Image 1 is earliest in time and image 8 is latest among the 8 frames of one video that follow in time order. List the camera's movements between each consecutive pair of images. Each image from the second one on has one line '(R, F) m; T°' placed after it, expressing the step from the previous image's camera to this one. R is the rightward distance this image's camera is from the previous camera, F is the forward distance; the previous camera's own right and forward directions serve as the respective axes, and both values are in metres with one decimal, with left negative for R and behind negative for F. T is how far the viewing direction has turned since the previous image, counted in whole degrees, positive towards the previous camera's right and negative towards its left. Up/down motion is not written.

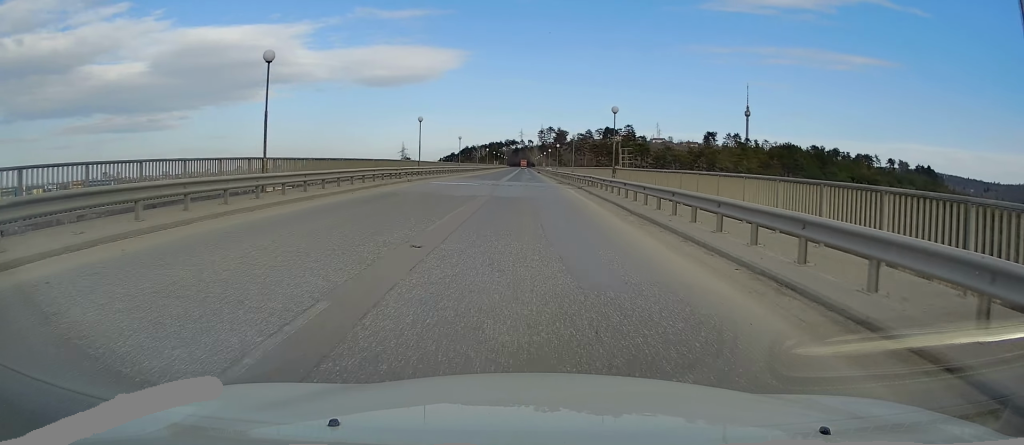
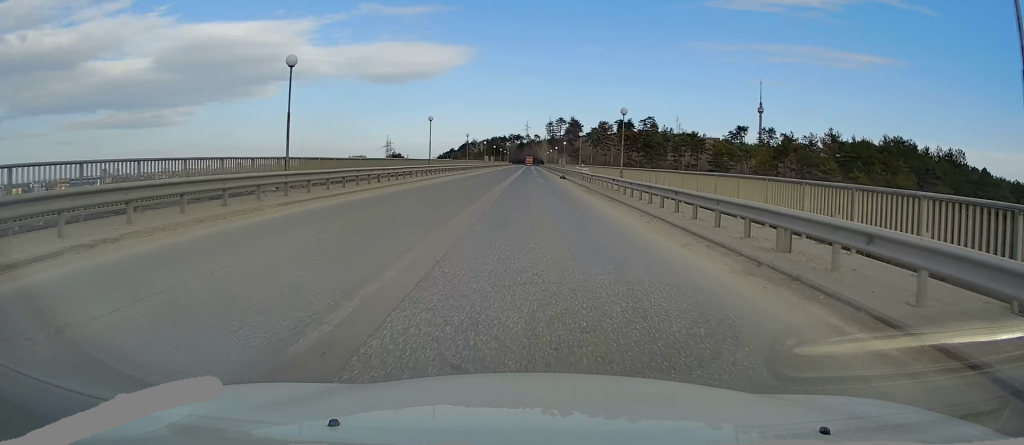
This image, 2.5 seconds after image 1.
(+0.8, +60.0) m; 0°
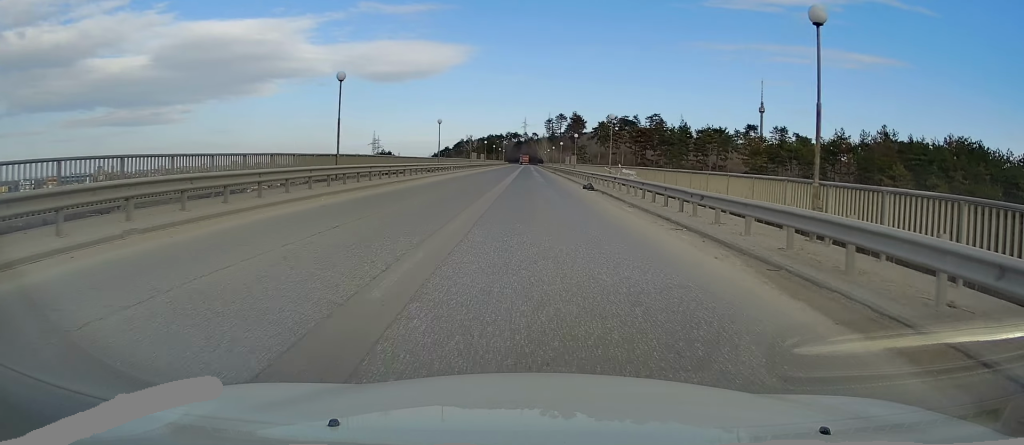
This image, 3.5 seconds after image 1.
(-0.2, +24.8) m; 0°
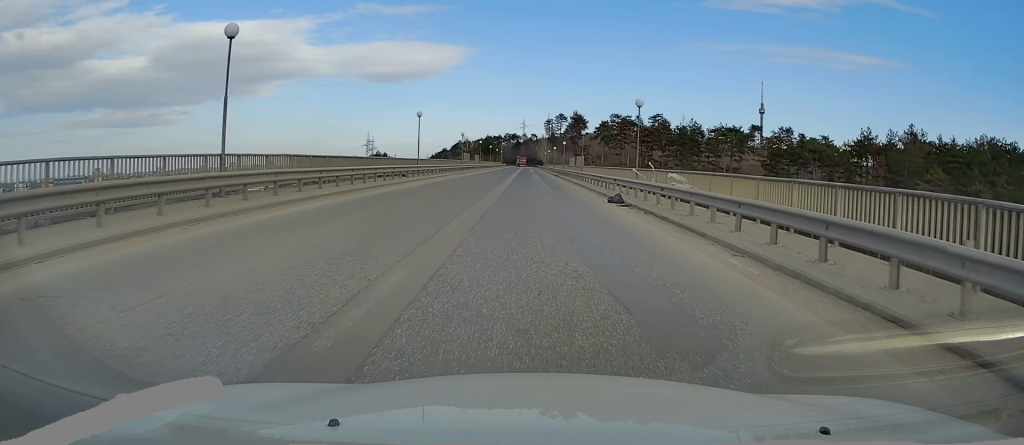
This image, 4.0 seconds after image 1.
(-0.1, +10.4) m; 0°
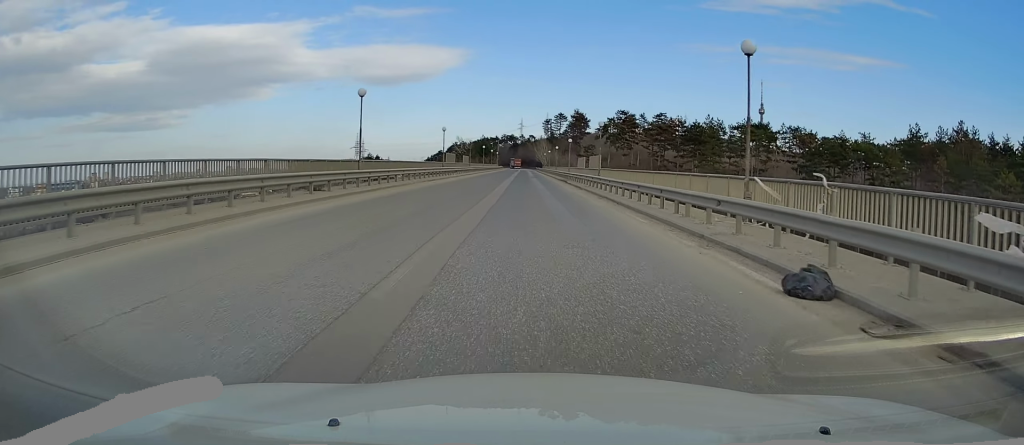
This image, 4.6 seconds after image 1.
(+0.2, +15.9) m; 0°
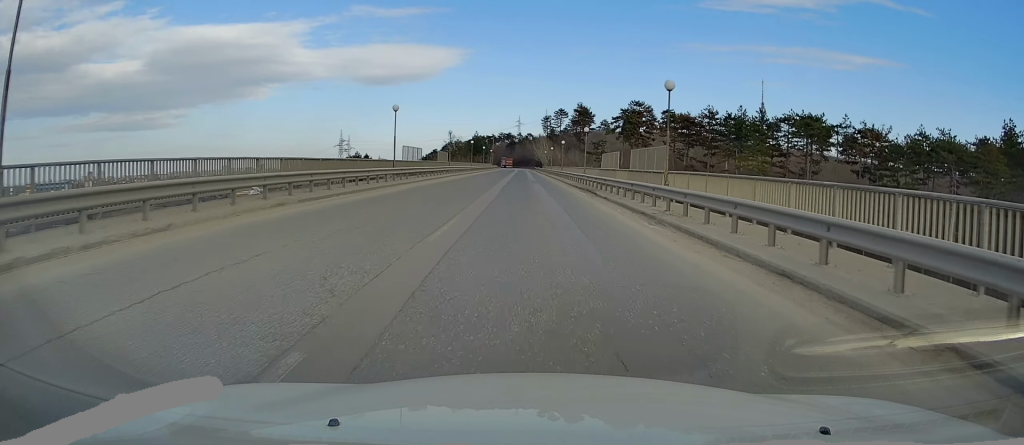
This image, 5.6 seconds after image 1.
(0.0, +22.4) m; 0°
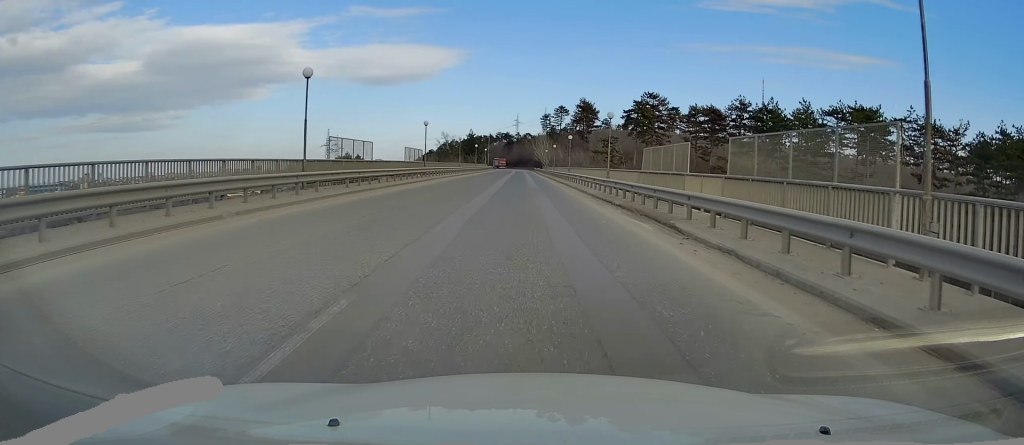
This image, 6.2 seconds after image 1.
(0.0, +16.0) m; 0°
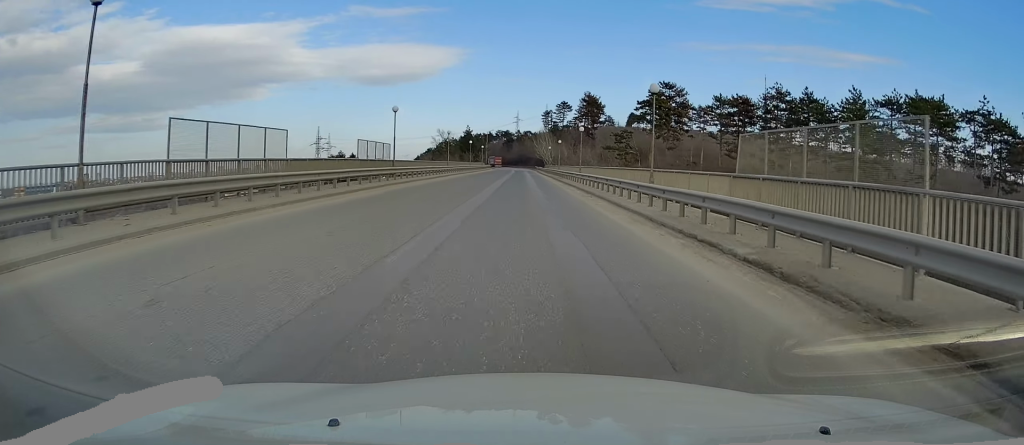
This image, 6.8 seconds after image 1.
(+0.2, +12.9) m; 0°
